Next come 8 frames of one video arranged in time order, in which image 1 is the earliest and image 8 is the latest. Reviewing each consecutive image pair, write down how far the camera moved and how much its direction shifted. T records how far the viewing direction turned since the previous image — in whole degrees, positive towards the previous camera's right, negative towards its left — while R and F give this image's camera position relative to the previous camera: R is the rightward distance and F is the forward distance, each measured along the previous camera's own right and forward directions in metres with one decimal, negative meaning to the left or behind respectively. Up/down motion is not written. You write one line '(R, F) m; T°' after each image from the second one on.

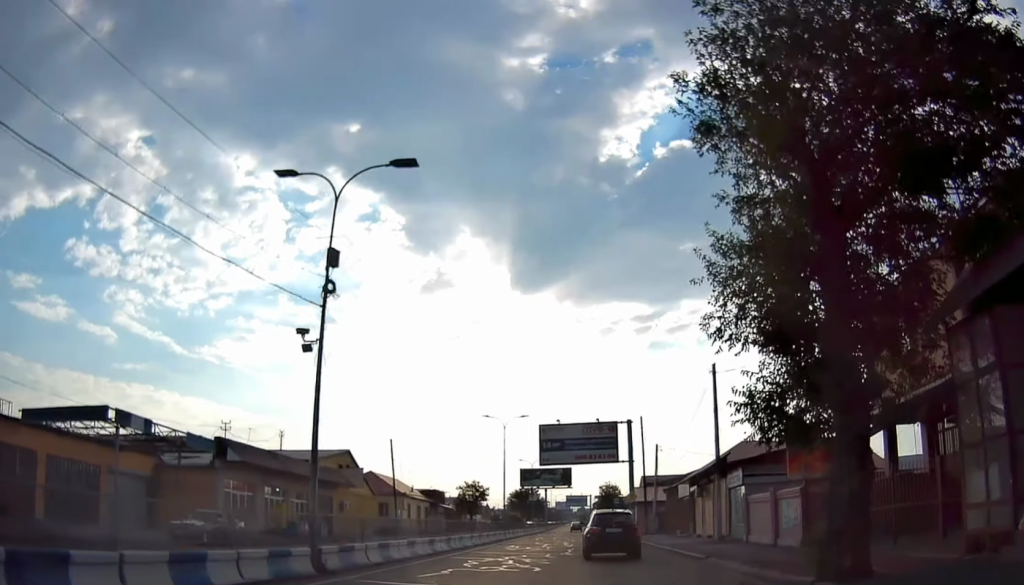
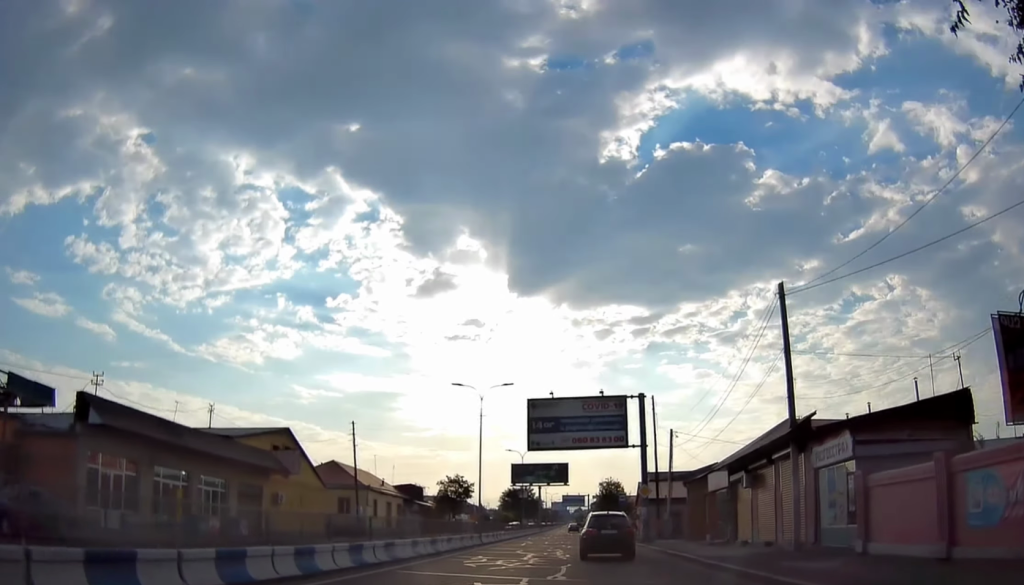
(+0.5, +11.7) m; +1°
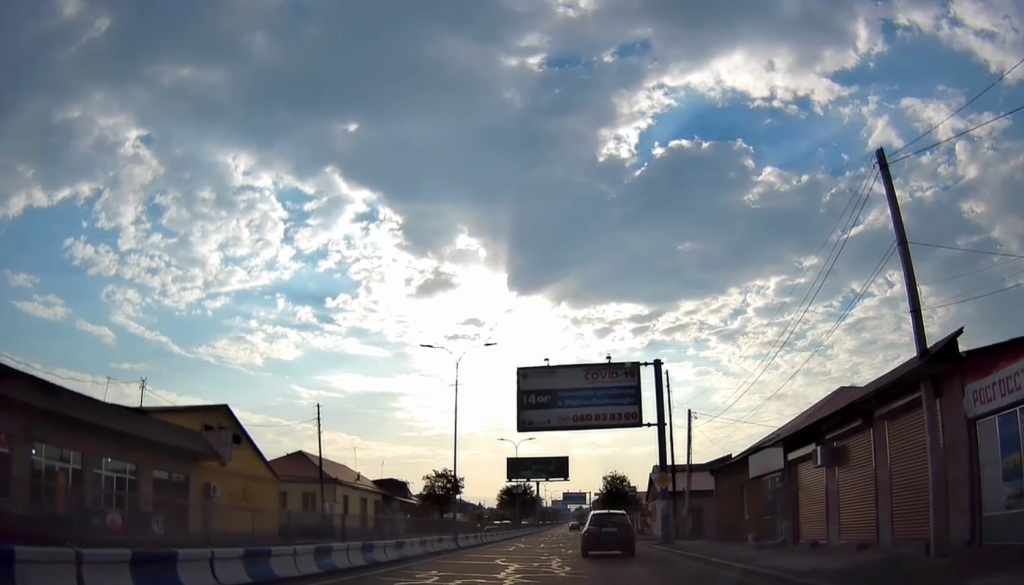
(-0.7, +8.5) m; 0°
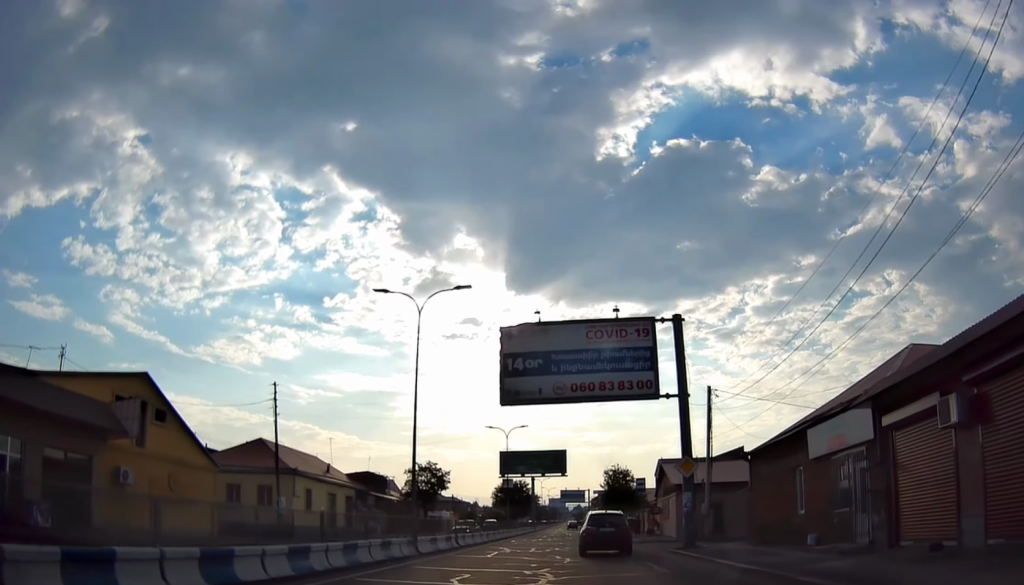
(+0.6, +7.6) m; 0°
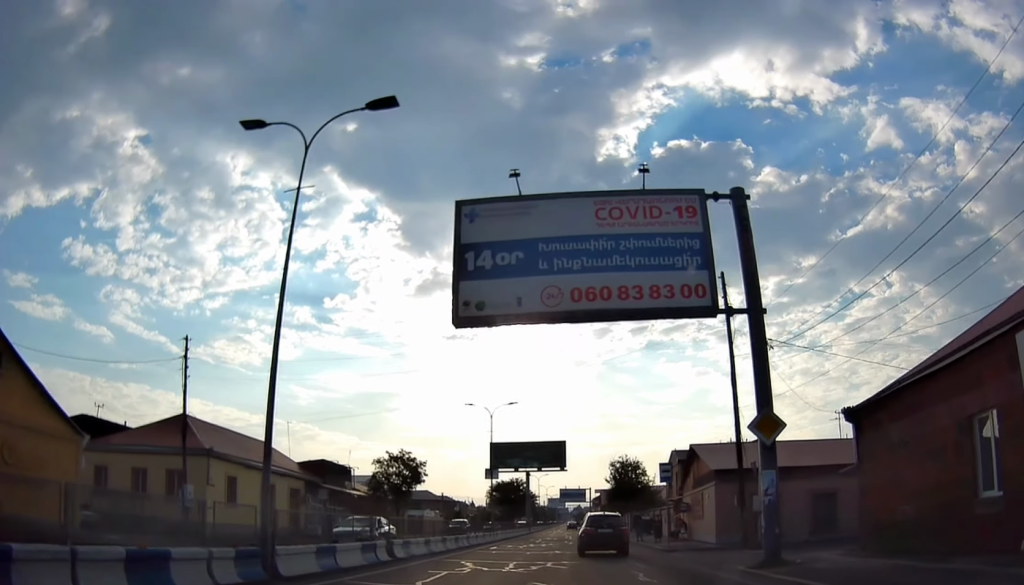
(-0.1, +11.2) m; -1°
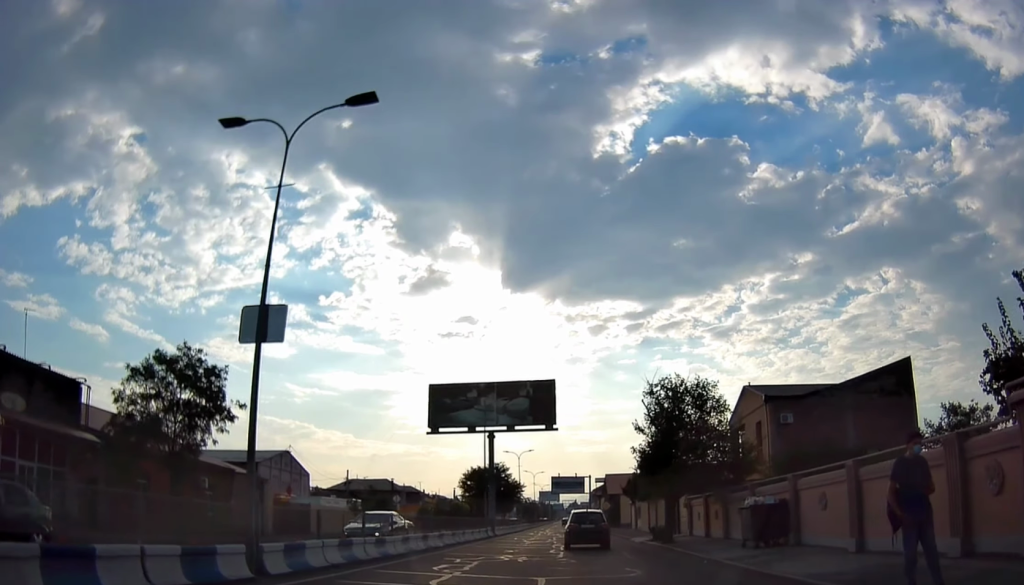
(+0.2, +33.9) m; +2°
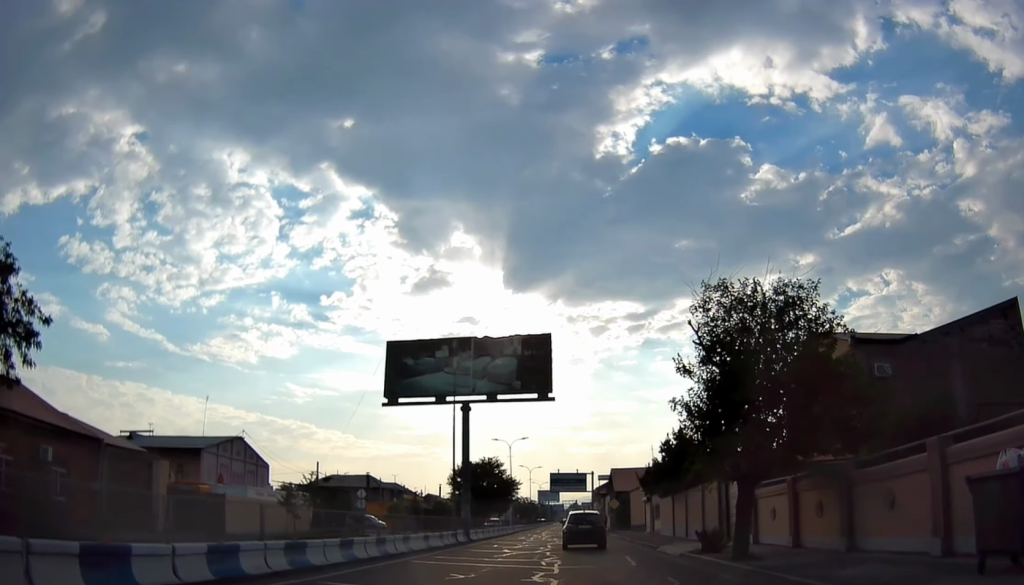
(0.0, +12.4) m; -2°
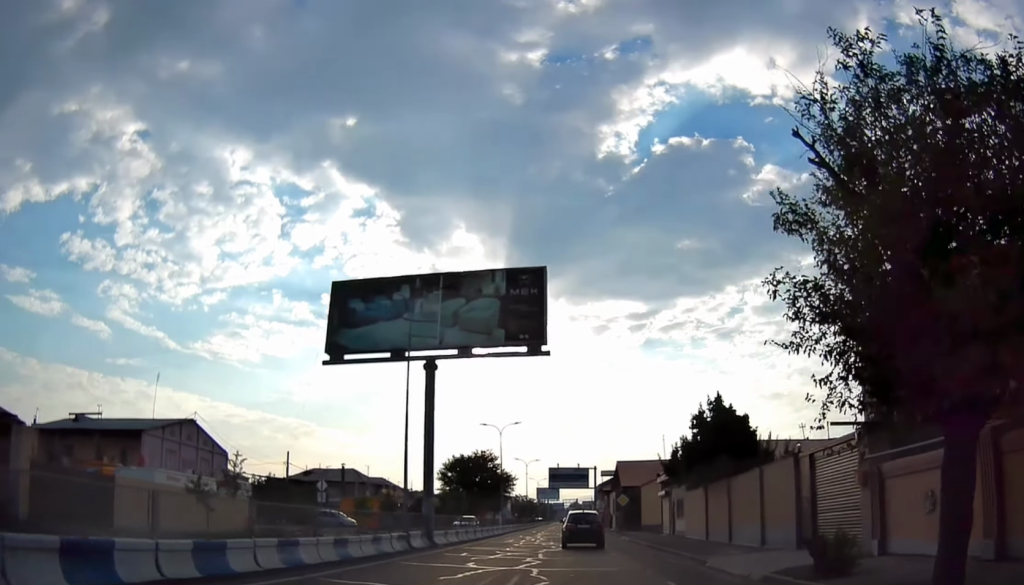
(-0.2, +9.8) m; 0°
